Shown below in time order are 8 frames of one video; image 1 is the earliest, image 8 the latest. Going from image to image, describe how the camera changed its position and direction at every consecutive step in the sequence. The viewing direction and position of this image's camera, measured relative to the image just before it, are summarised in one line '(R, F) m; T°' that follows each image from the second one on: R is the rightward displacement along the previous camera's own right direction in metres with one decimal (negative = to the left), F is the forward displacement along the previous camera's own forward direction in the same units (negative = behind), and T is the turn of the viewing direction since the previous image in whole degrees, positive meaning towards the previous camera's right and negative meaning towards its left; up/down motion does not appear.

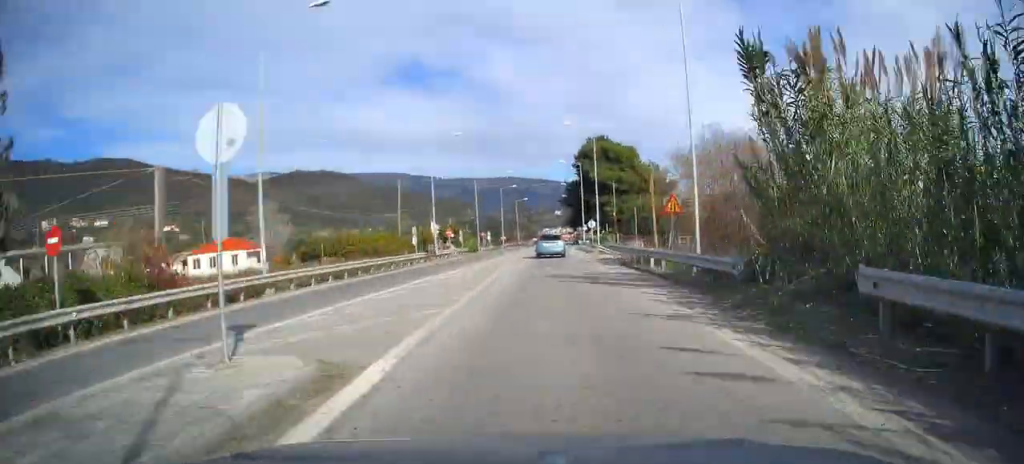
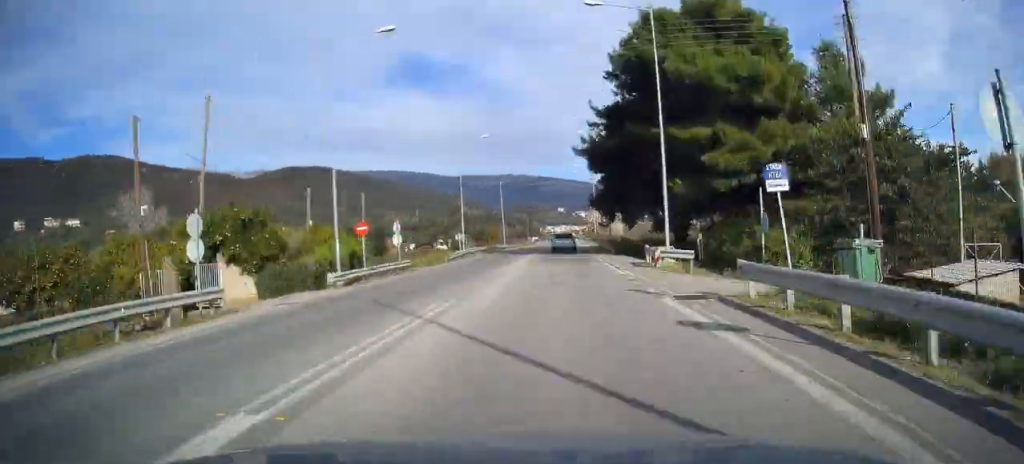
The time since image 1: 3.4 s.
(-0.1, +53.6) m; 0°
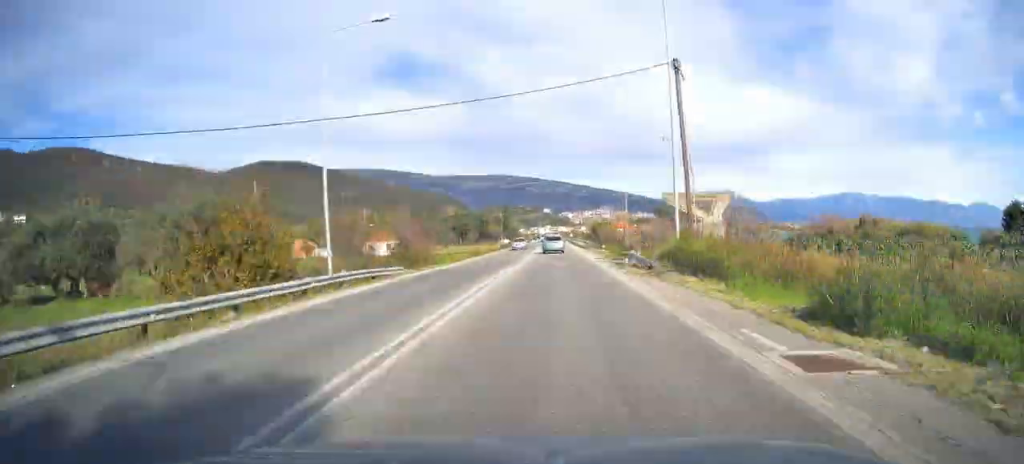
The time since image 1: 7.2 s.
(+0.1, +62.3) m; 0°
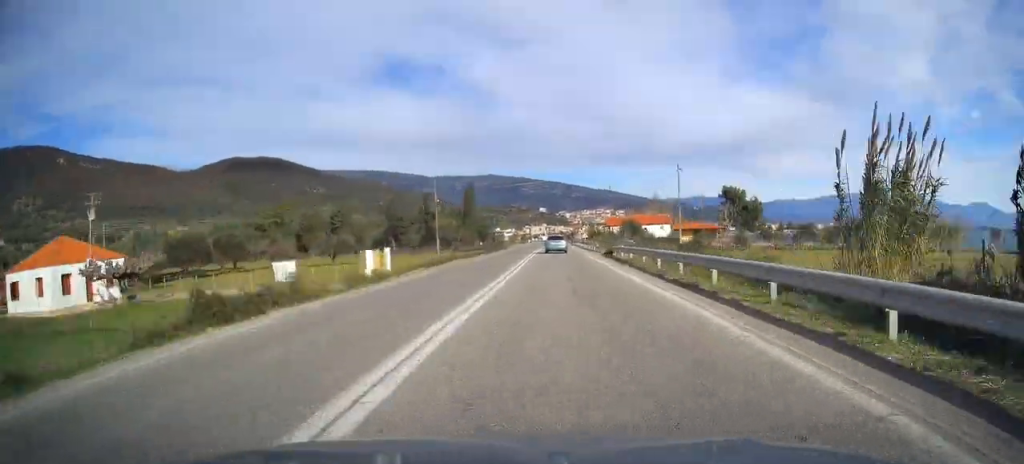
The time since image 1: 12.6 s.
(+0.5, +96.7) m; 0°
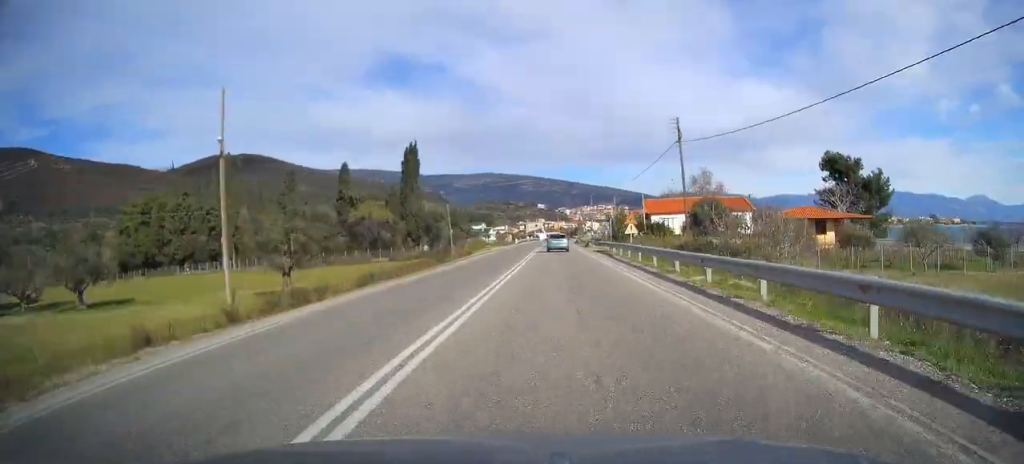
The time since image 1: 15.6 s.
(0.0, +57.0) m; +2°
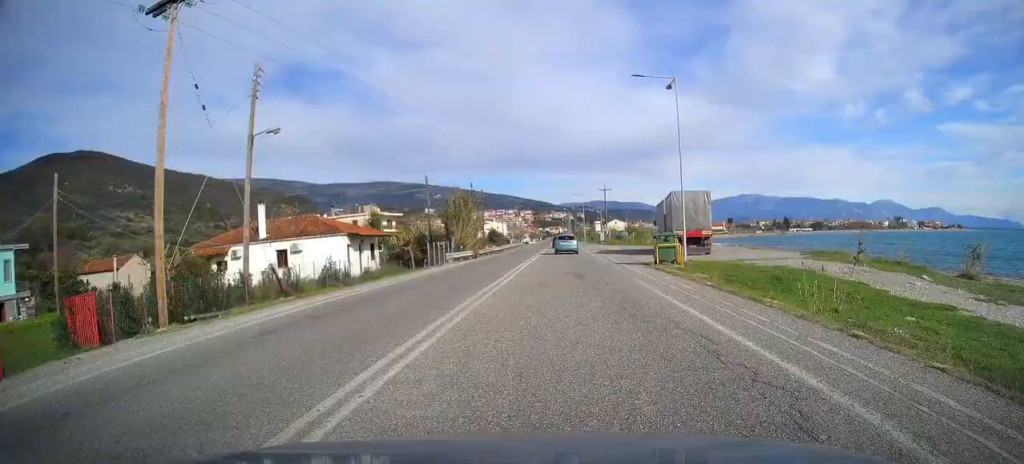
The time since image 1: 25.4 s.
(+10.1, +188.1) m; +7°
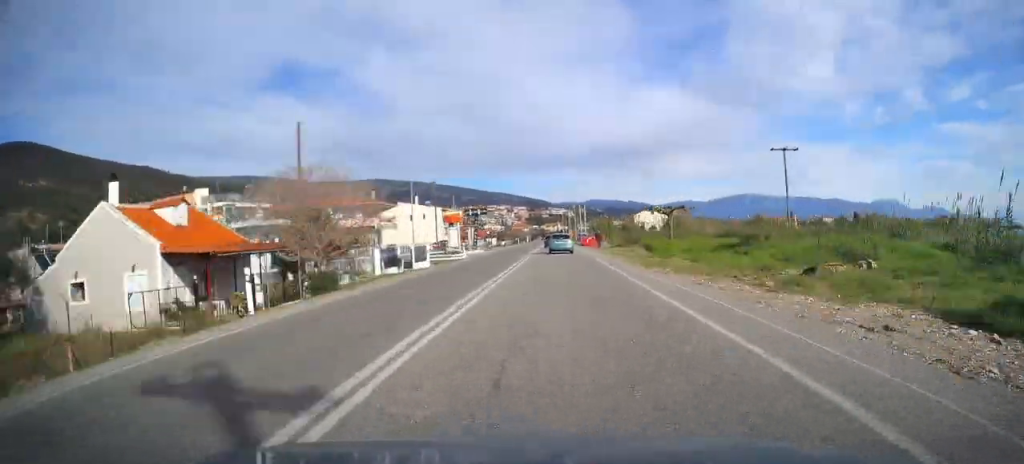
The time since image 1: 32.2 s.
(+3.8, +130.7) m; +1°
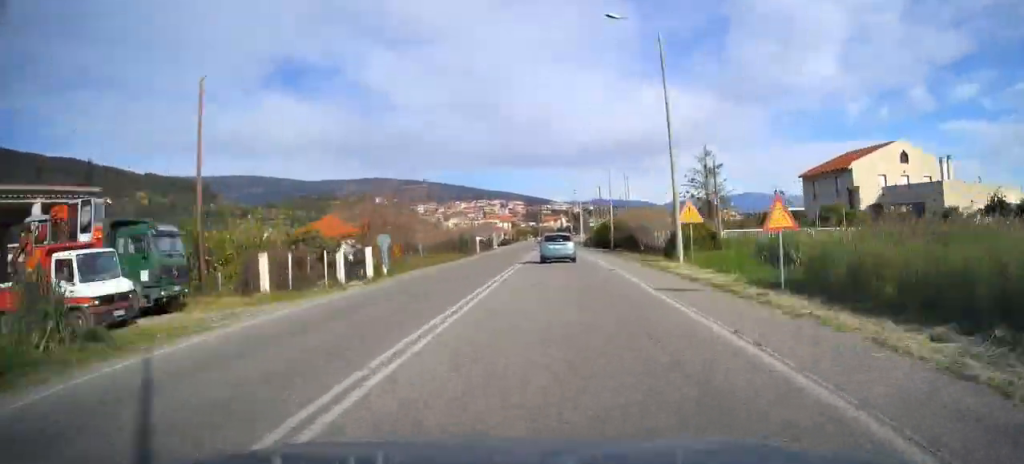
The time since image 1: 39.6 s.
(-0.5, +137.7) m; +1°
